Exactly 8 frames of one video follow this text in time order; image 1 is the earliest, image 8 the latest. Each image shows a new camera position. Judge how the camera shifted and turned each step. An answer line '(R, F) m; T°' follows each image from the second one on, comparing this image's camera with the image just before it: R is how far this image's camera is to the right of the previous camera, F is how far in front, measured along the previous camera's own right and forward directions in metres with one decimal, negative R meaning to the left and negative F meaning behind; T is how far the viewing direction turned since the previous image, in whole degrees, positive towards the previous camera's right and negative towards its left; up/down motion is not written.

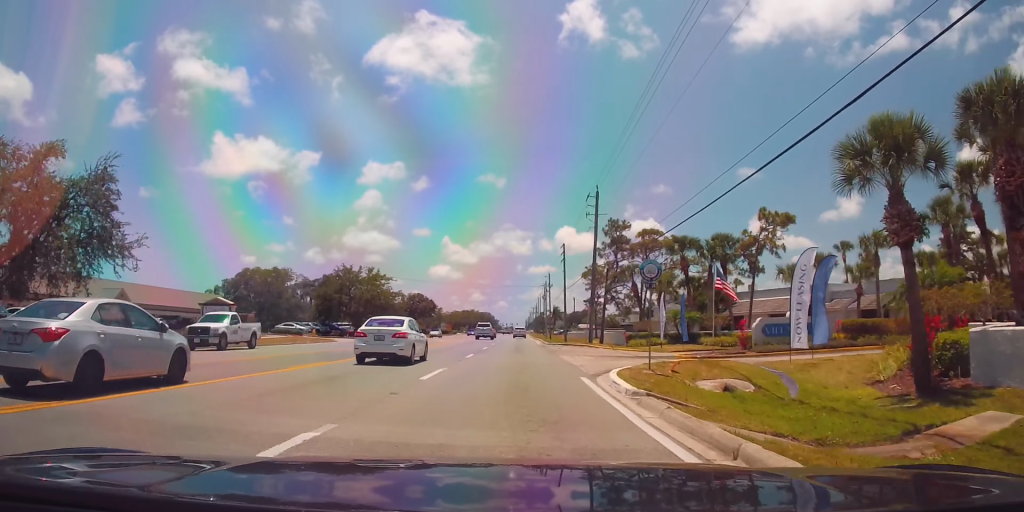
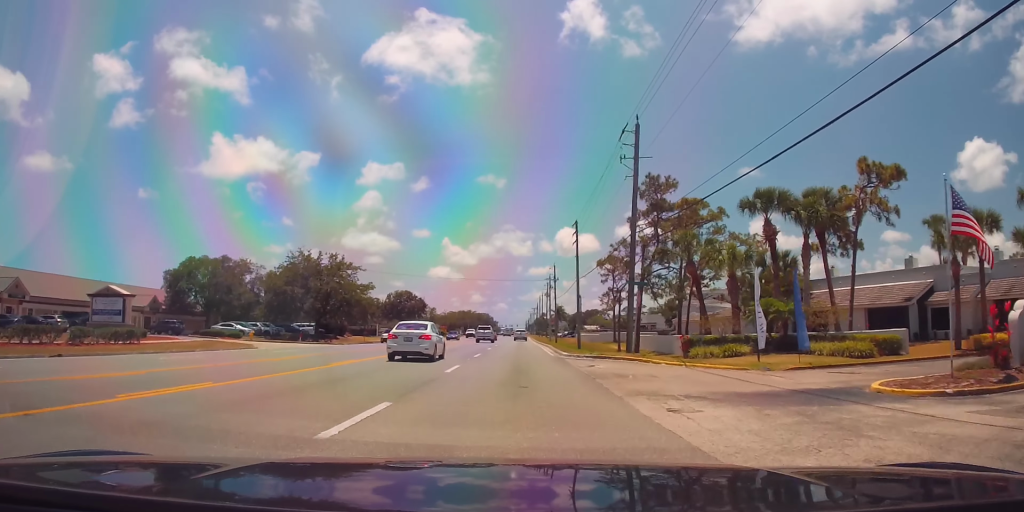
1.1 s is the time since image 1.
(-0.4, +18.8) m; -1°
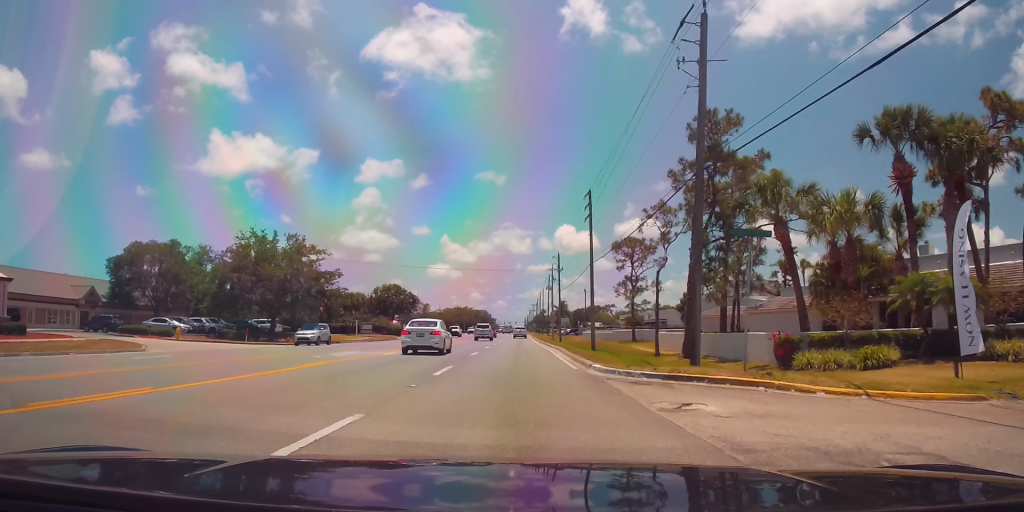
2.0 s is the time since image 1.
(+0.2, +13.4) m; +1°
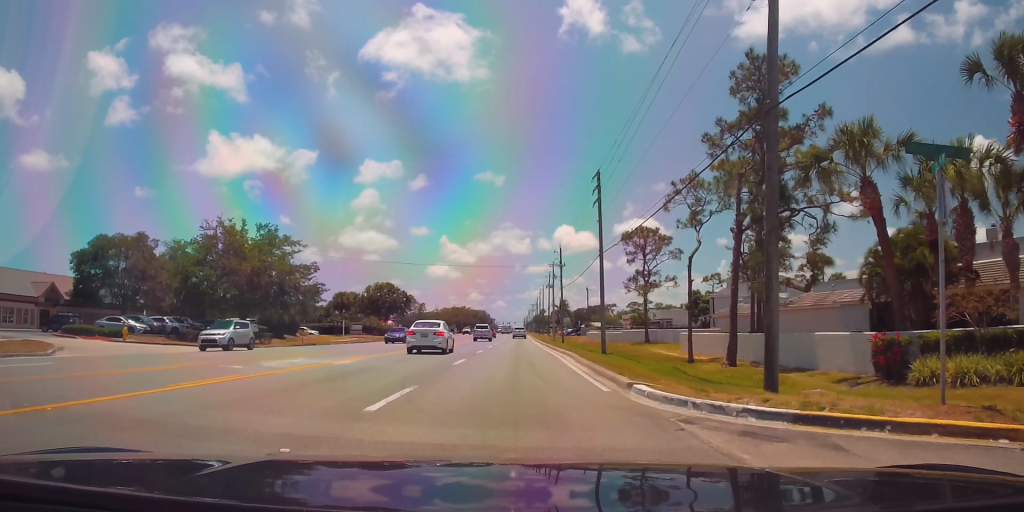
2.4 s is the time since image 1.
(+0.1, +6.9) m; +1°
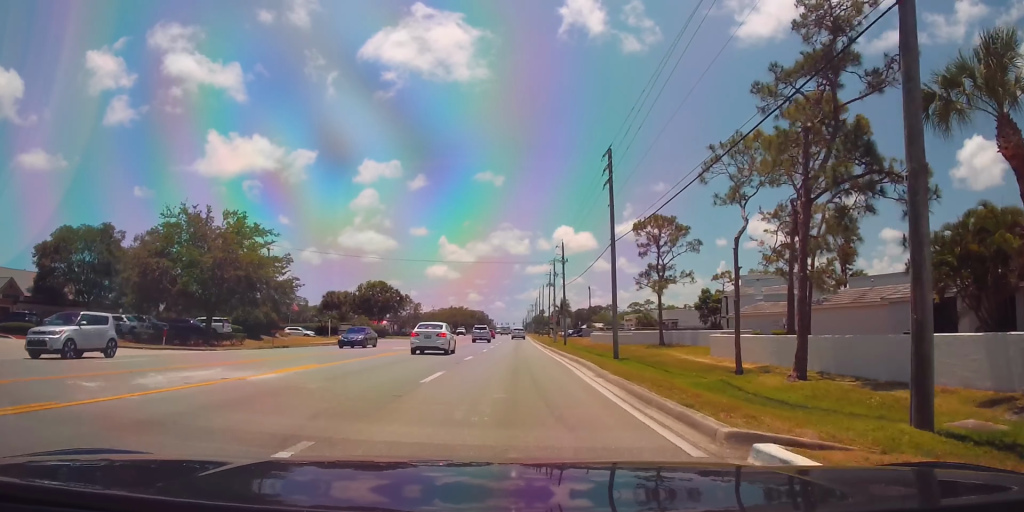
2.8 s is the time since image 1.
(0.0, +6.2) m; -1°
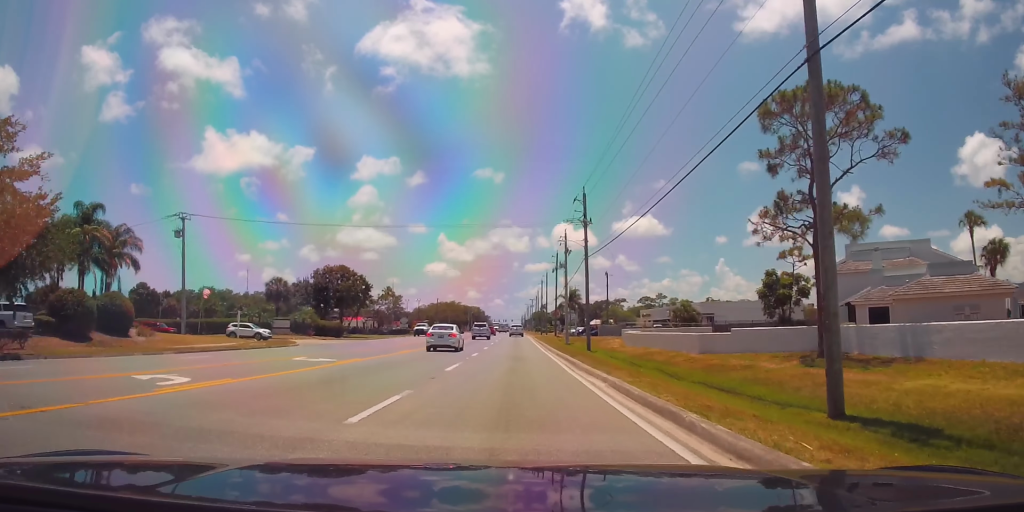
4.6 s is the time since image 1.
(-0.5, +28.1) m; 0°
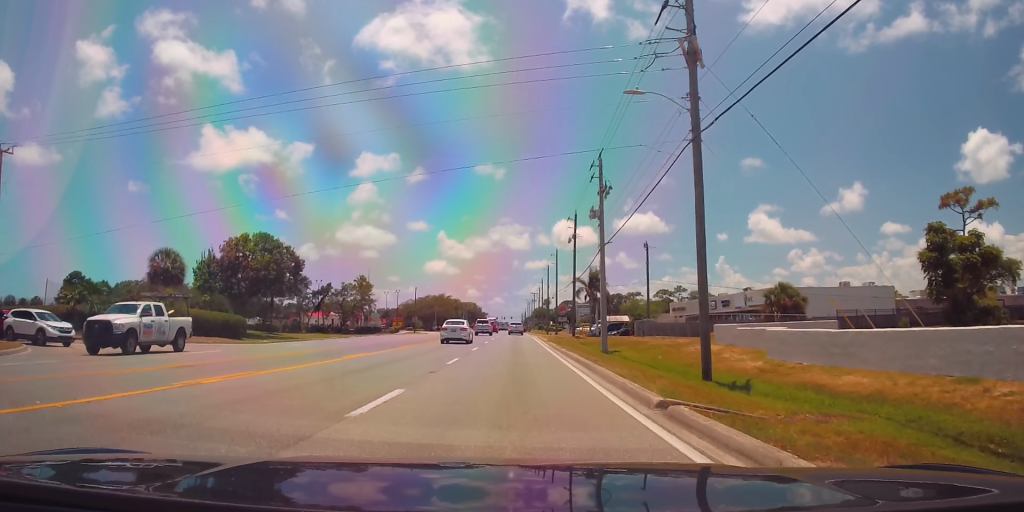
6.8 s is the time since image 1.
(+0.7, +32.3) m; +1°
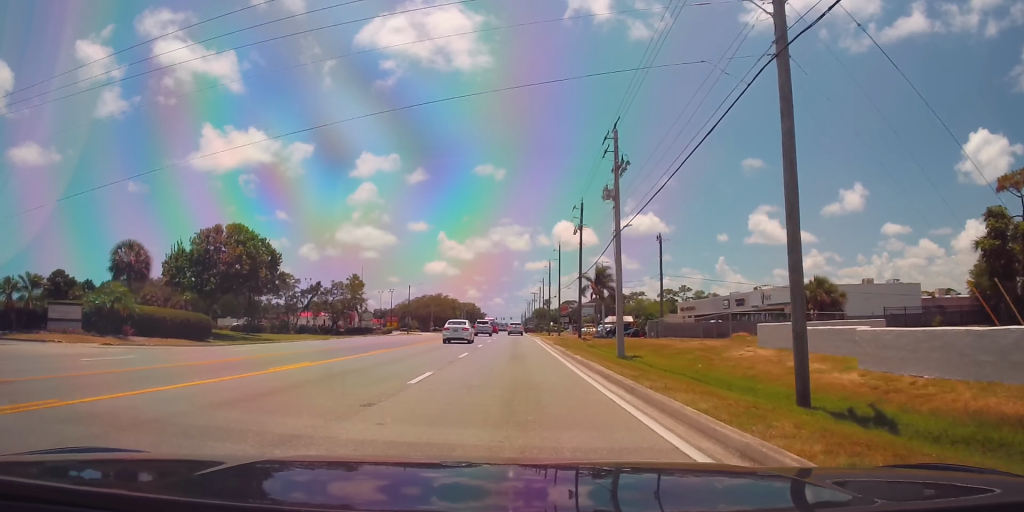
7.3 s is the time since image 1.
(0.0, +6.9) m; 0°
